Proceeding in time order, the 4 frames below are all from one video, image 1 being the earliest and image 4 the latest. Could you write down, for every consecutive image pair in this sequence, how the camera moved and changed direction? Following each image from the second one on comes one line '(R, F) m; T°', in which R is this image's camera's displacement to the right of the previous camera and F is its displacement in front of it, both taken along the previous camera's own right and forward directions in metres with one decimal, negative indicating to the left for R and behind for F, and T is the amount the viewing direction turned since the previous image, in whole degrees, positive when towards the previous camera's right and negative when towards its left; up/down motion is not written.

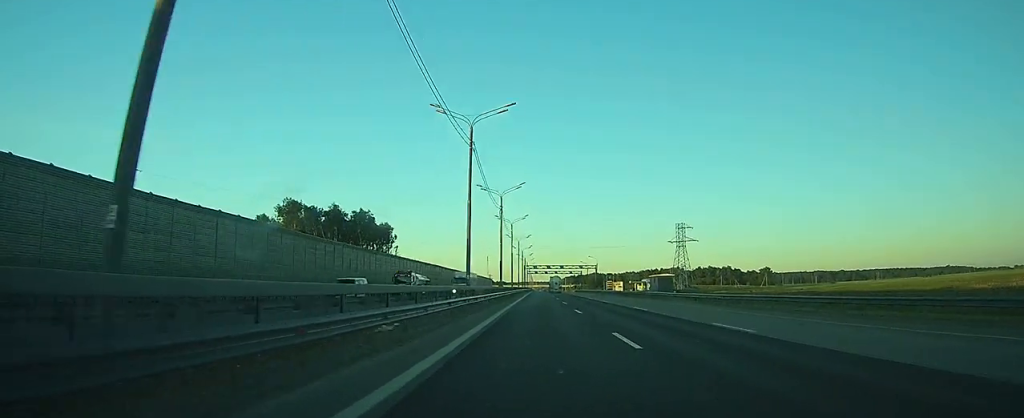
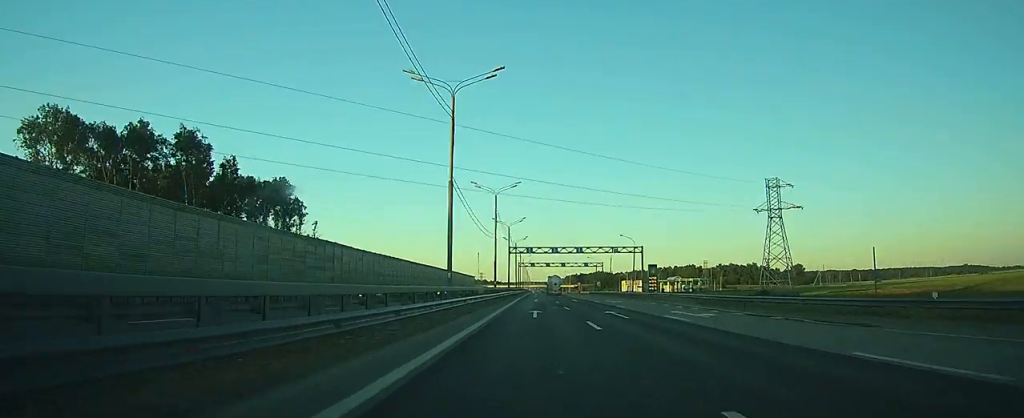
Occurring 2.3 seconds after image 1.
(+0.2, +73.7) m; 0°
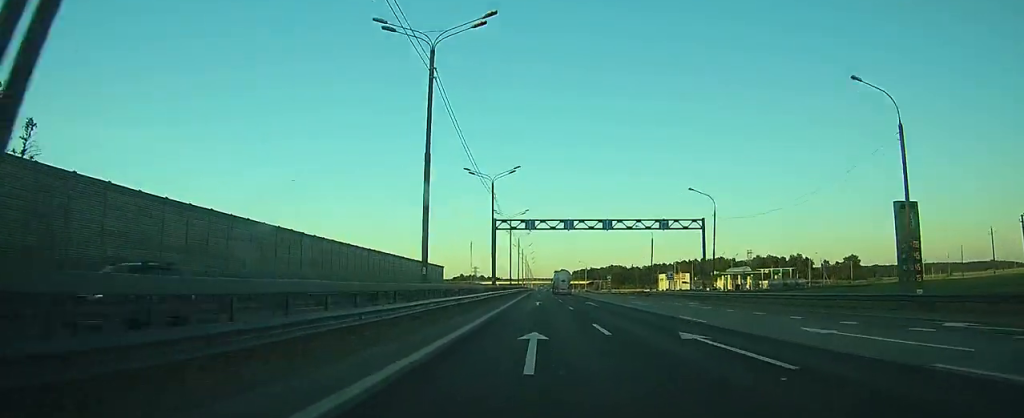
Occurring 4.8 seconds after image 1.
(-0.1, +82.1) m; -1°
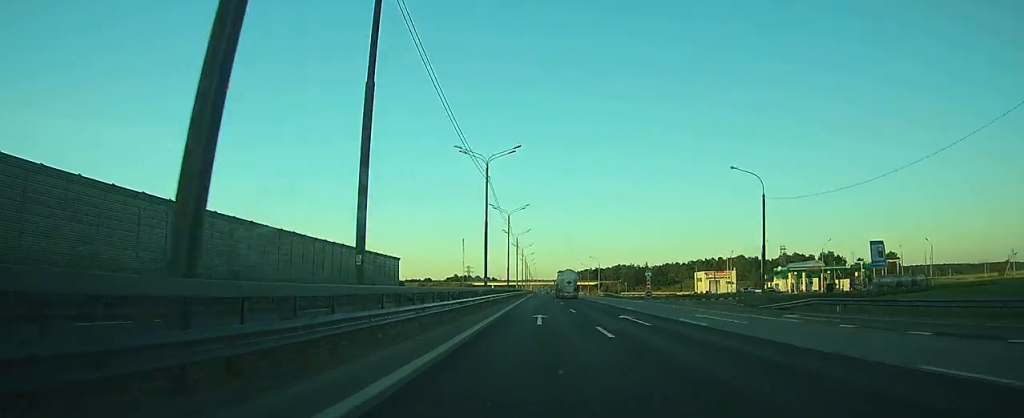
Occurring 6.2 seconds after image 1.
(-0.3, +47.5) m; 0°
